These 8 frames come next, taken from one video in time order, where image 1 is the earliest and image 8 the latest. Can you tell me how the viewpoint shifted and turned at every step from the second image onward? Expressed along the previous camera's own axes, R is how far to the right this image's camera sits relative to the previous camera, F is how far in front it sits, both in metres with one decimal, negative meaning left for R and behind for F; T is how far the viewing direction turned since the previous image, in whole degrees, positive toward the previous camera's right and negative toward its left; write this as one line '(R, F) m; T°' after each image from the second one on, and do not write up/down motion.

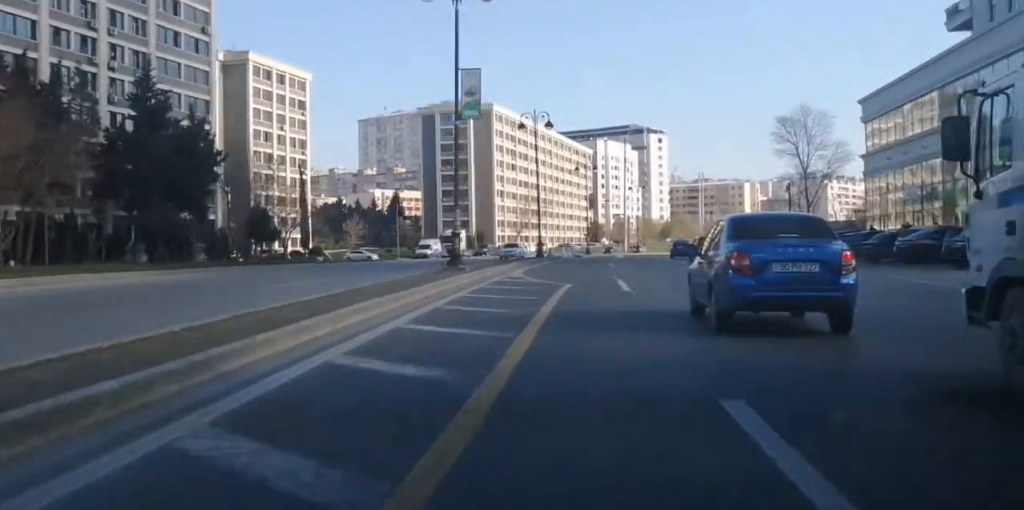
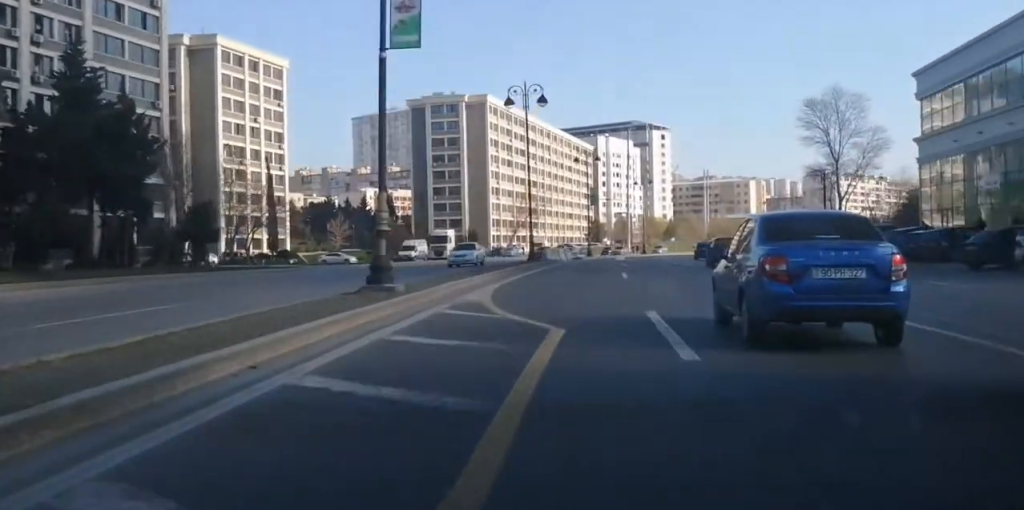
(0.0, +11.6) m; 0°
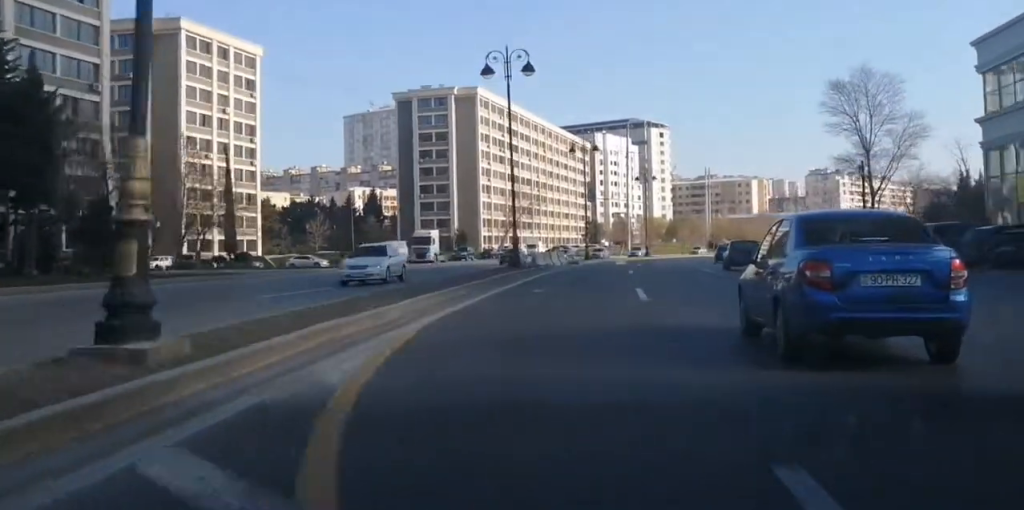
(0.0, +10.5) m; 0°
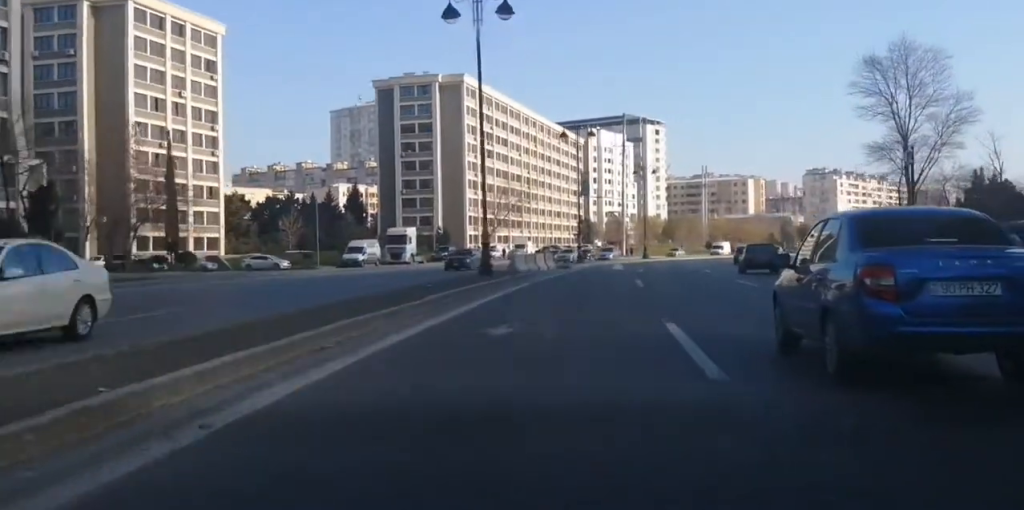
(-0.1, +10.8) m; 0°
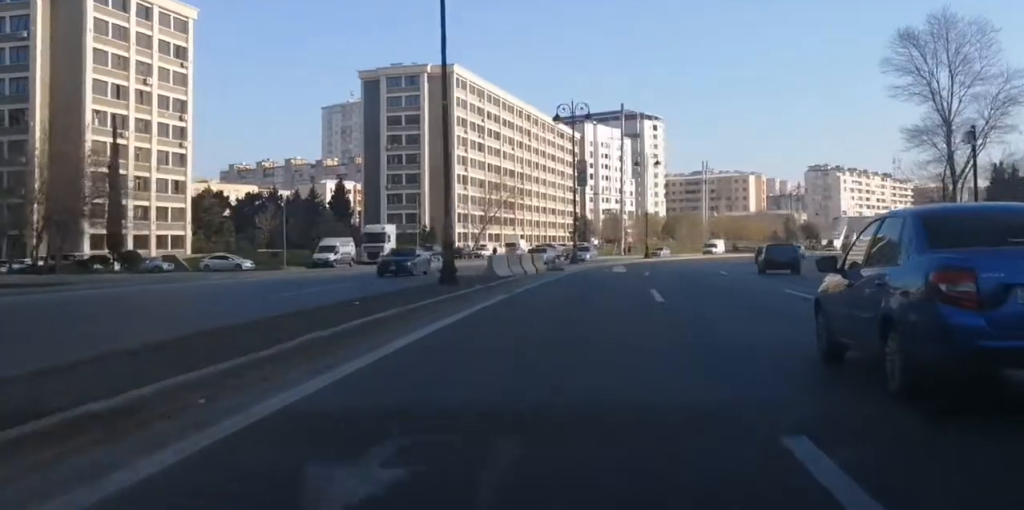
(-0.1, +8.3) m; 0°
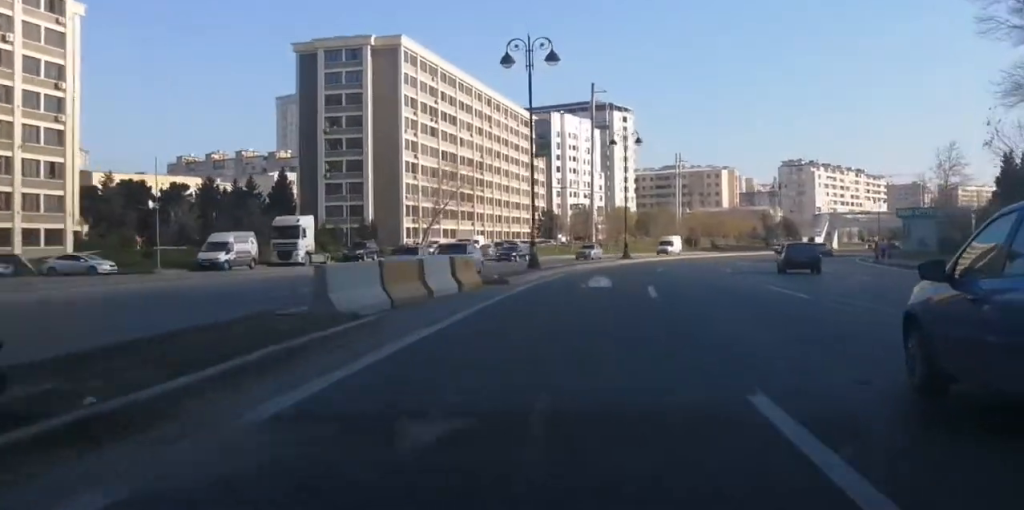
(+0.3, +18.8) m; +2°
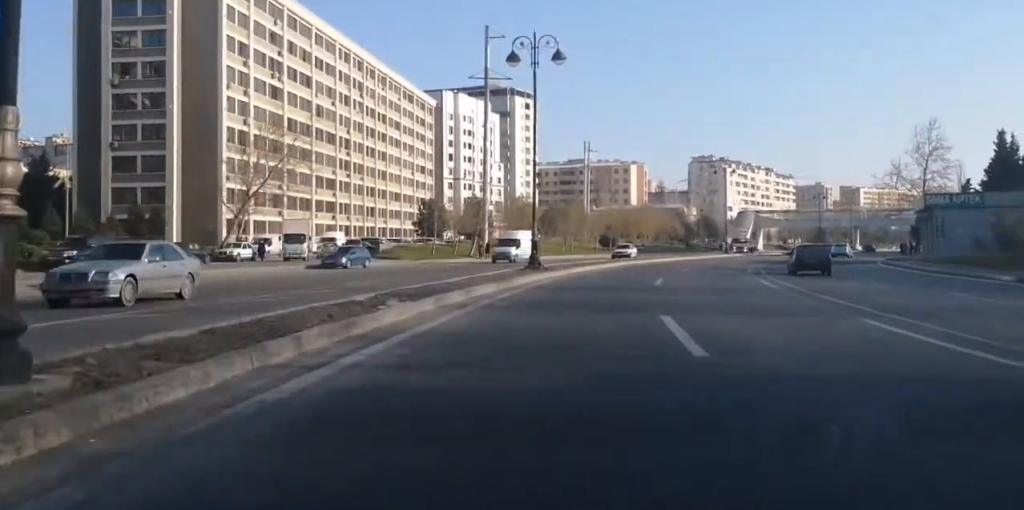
(+0.6, +35.0) m; +3°
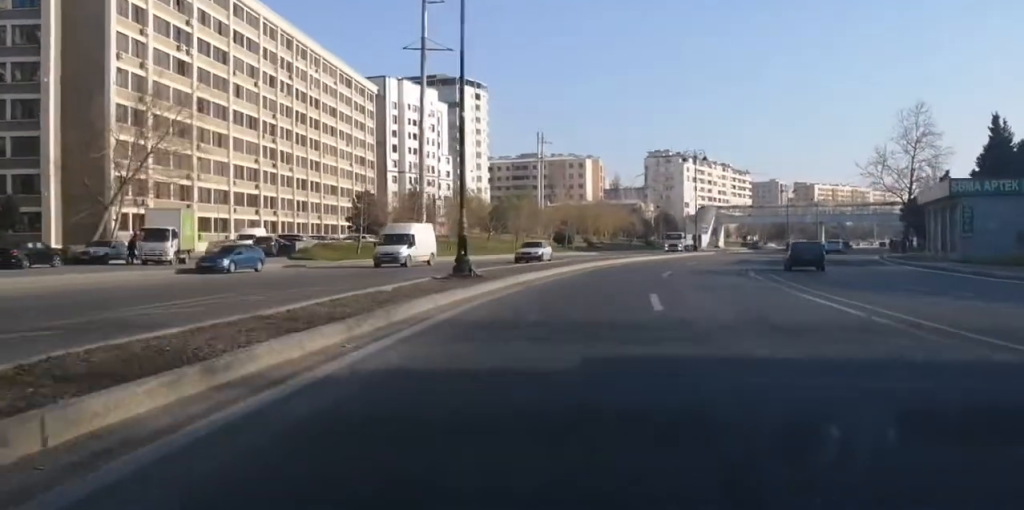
(+0.4, +13.2) m; +3°
